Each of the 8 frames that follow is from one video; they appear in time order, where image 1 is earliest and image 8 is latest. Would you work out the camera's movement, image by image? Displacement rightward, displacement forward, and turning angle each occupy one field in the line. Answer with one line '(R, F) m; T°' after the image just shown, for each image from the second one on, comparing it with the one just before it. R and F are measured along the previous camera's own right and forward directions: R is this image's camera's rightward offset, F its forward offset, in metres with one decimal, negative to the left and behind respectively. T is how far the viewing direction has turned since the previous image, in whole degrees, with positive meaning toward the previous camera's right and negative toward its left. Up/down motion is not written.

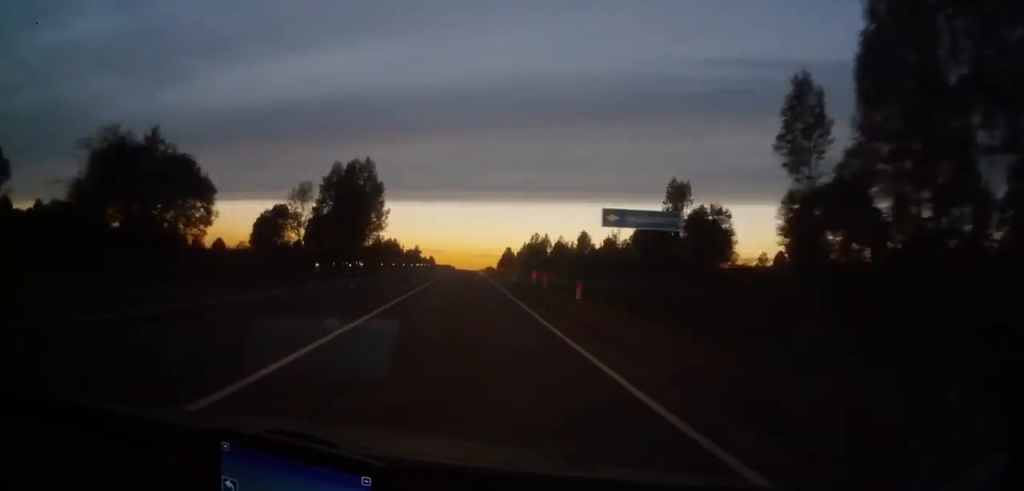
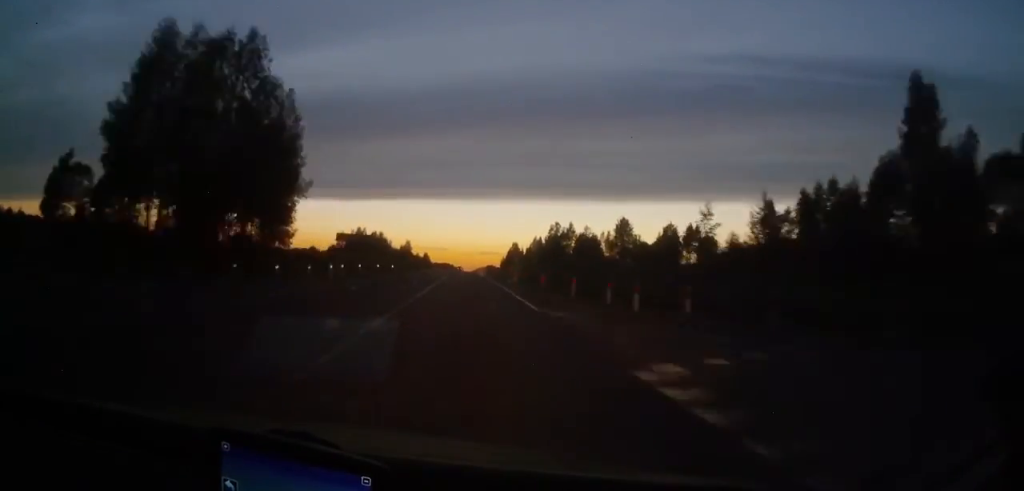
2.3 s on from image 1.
(+0.2, +62.5) m; 0°
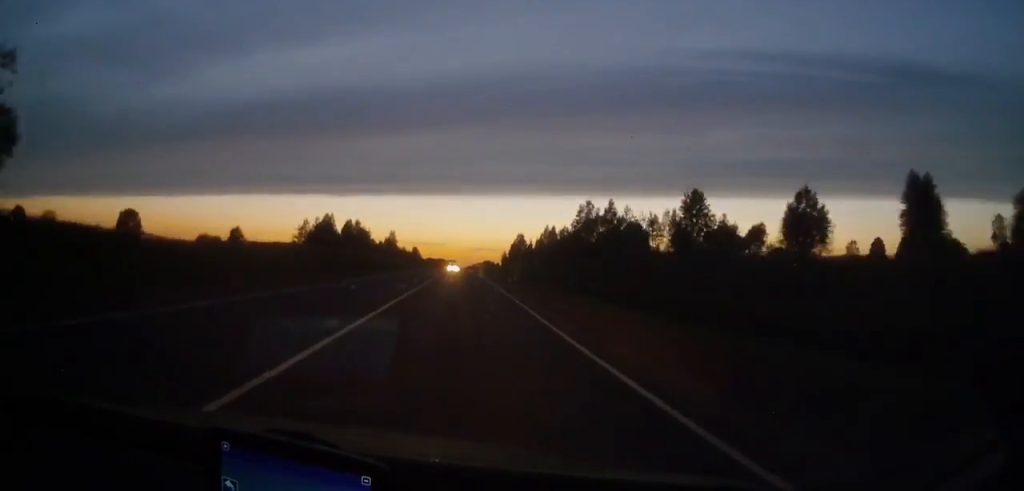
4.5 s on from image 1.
(+0.1, +61.3) m; 0°
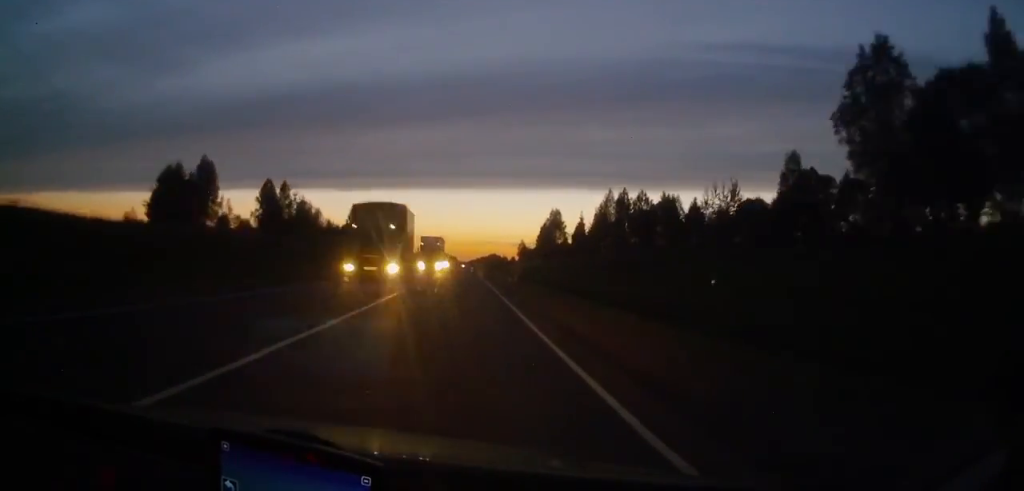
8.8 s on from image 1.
(0.0, +113.2) m; 0°
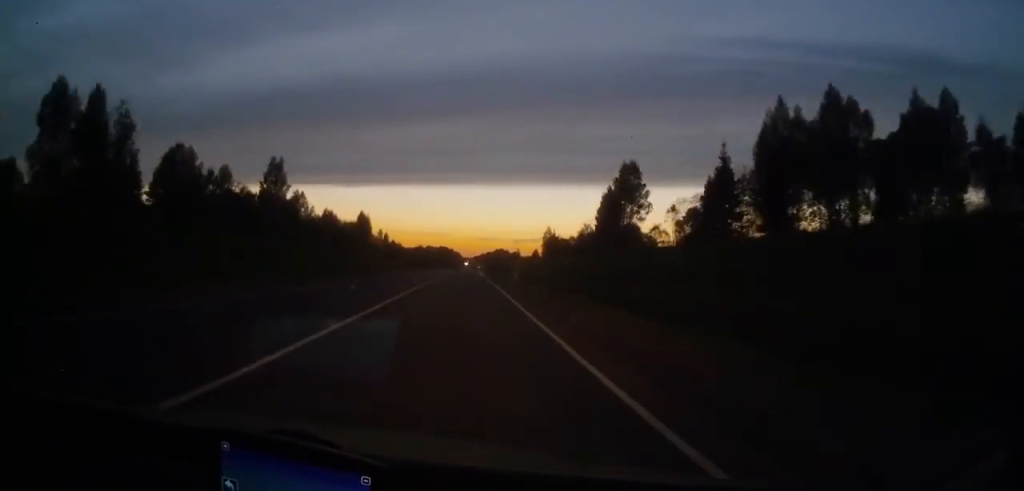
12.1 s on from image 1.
(-0.1, +86.9) m; 0°
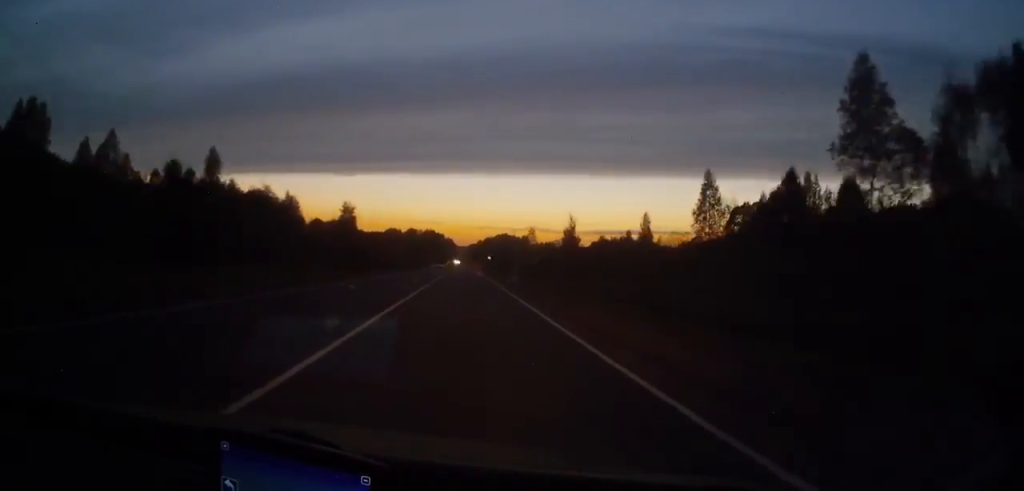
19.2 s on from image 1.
(+0.3, +183.7) m; +1°
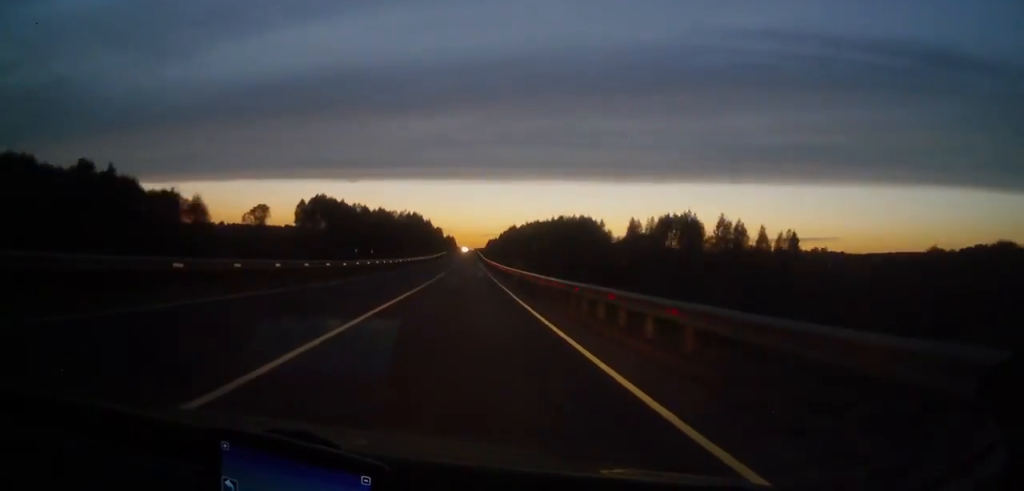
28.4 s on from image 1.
(-1.3, +248.3) m; 0°
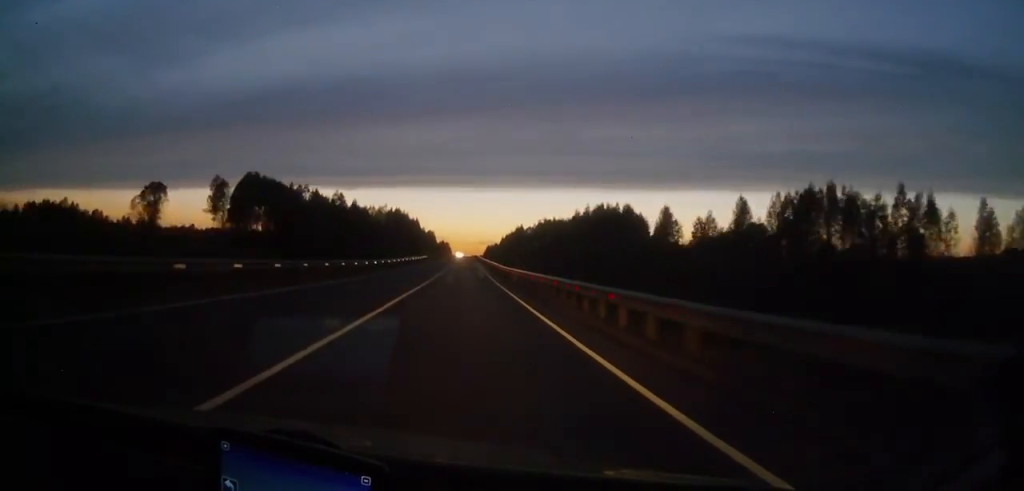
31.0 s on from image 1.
(+0.2, +70.5) m; 0°
